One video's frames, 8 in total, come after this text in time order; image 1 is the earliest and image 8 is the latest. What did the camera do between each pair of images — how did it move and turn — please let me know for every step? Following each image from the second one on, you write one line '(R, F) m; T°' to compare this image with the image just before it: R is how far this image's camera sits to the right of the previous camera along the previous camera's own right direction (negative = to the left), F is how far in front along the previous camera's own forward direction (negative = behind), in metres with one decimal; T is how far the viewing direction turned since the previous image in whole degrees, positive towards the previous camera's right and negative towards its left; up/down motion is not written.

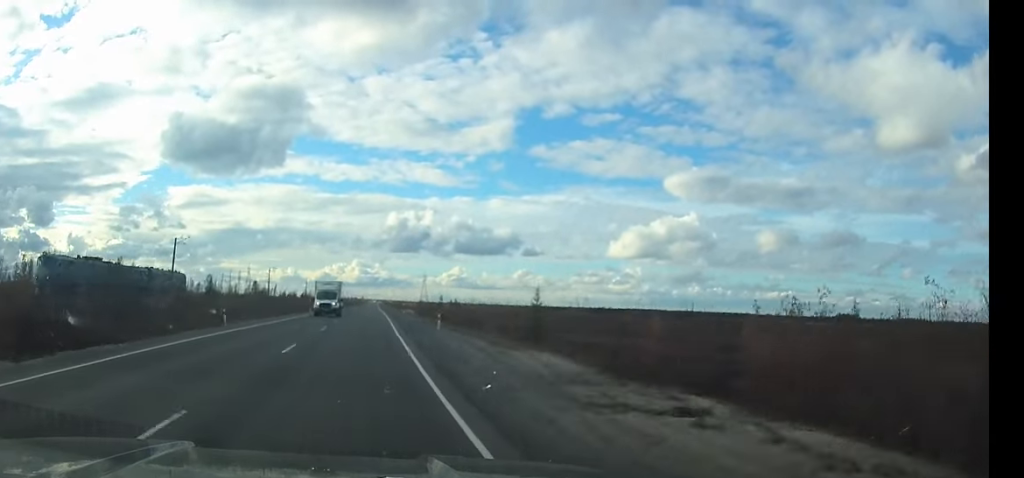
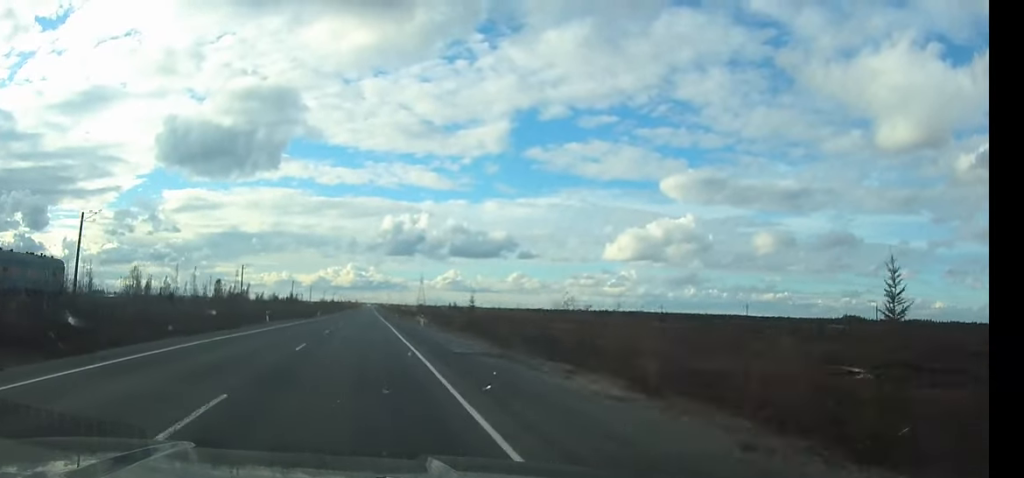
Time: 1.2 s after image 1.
(+0.2, +37.5) m; 0°
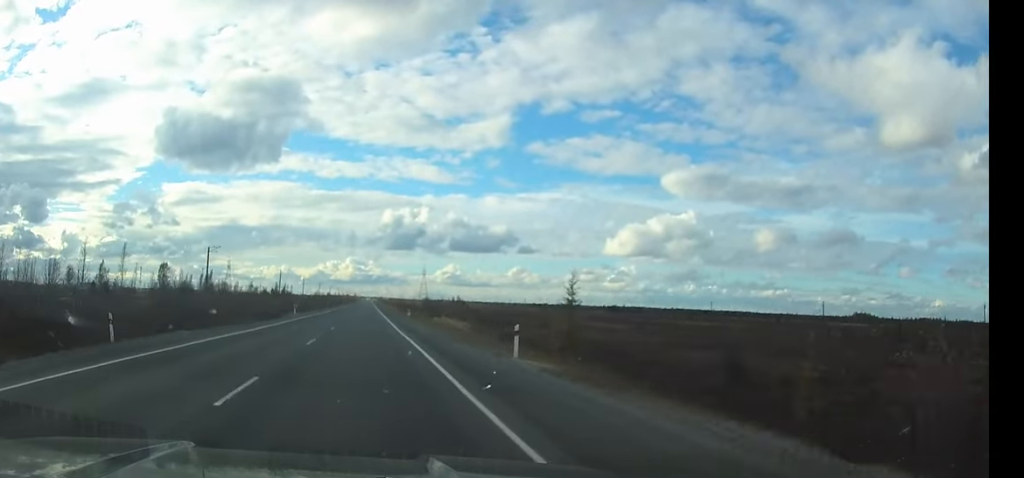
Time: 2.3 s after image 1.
(+0.1, +35.5) m; 0°
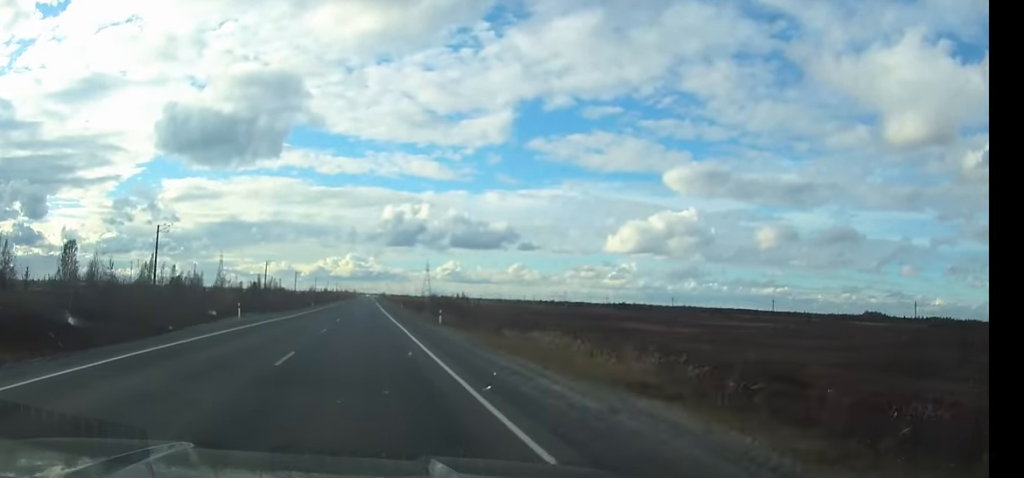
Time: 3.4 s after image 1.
(0.0, +31.8) m; 0°
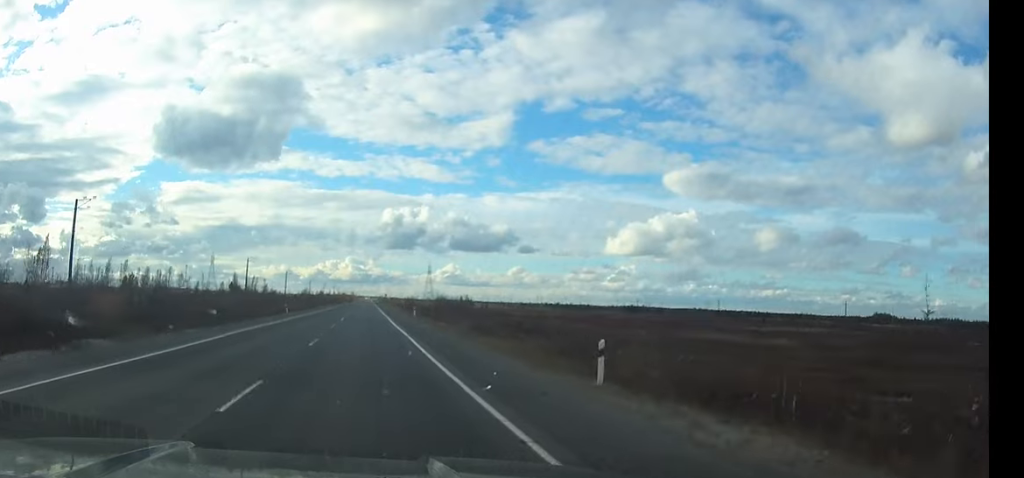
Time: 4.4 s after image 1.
(+0.1, +28.7) m; 0°
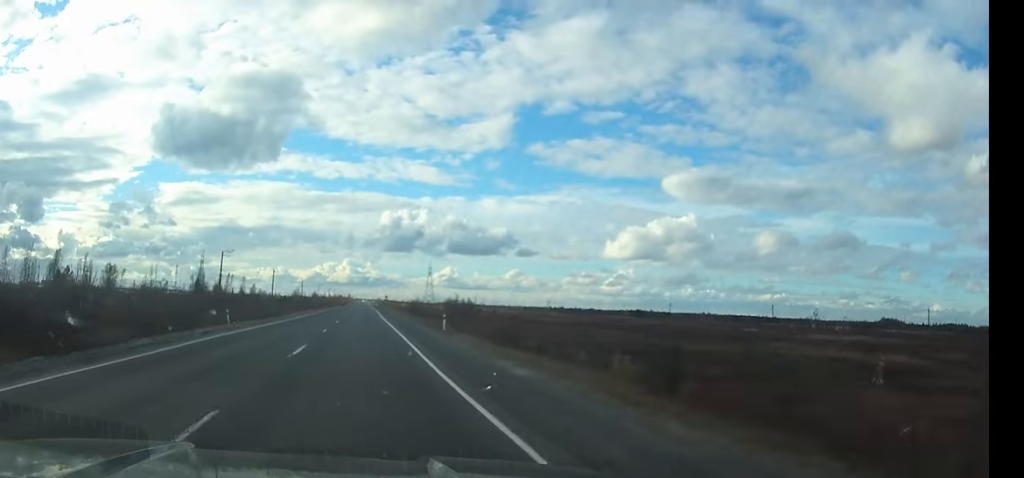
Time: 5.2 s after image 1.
(0.0, +26.2) m; 0°
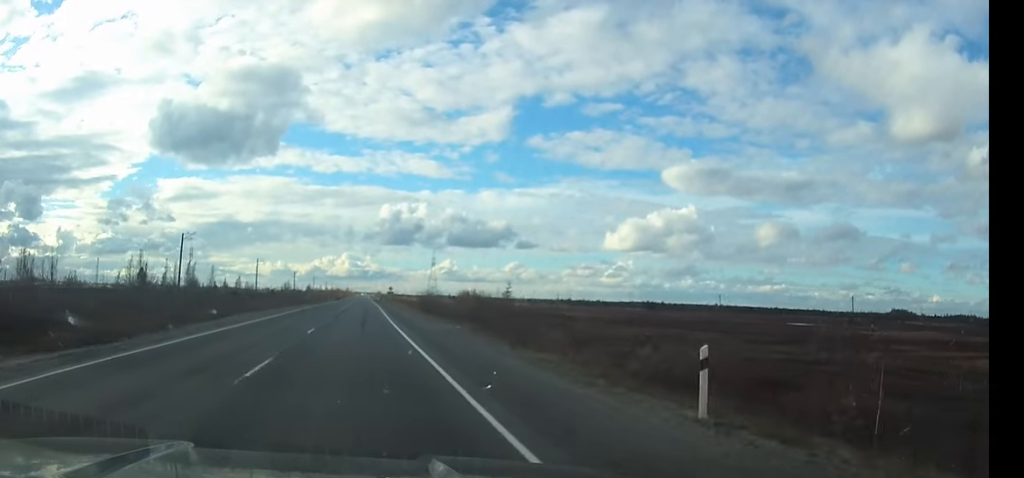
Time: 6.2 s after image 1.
(0.0, +29.6) m; 0°
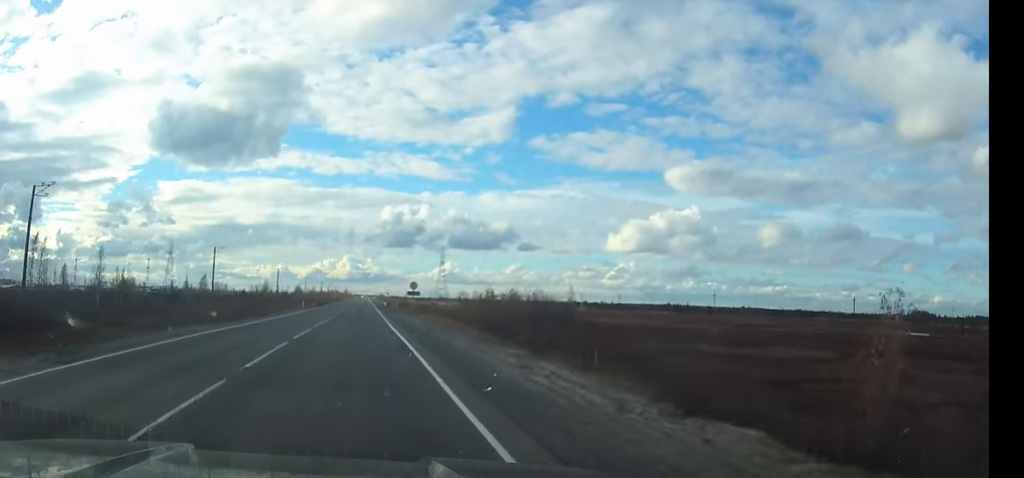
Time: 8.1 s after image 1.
(-0.1, +49.0) m; 0°
